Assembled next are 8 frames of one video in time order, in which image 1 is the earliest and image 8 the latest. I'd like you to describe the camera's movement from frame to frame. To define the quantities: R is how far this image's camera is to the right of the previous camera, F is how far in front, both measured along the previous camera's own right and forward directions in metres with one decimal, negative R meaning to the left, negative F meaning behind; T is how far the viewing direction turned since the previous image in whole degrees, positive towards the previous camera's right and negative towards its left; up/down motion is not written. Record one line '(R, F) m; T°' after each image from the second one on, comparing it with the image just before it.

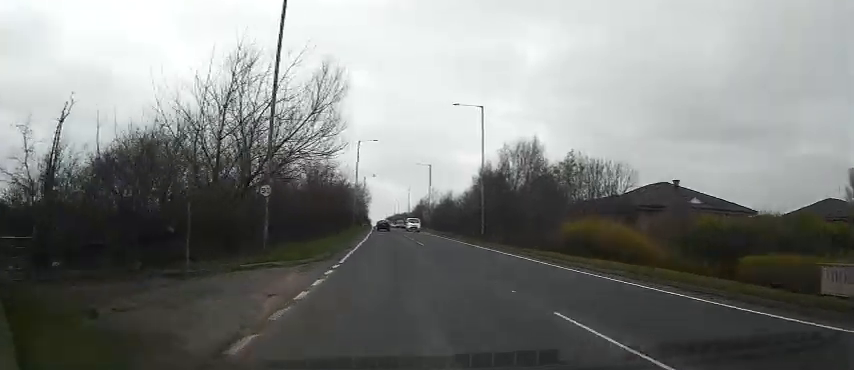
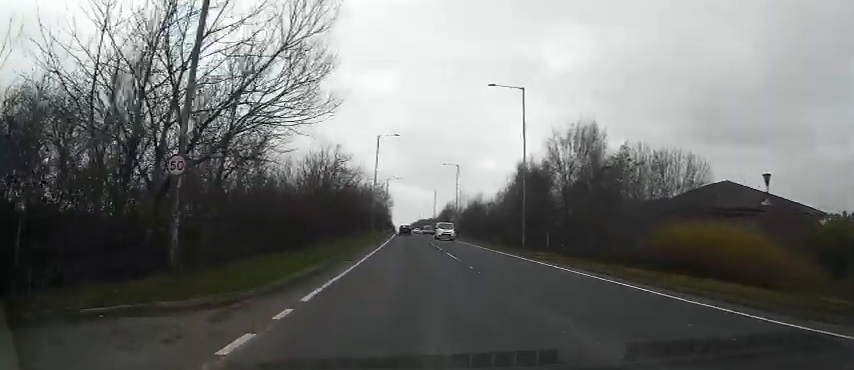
(-0.4, +8.0) m; -5°
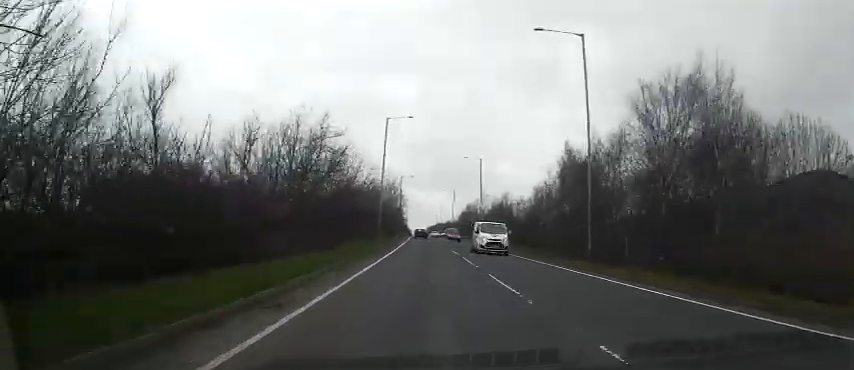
(-0.4, +11.6) m; -3°
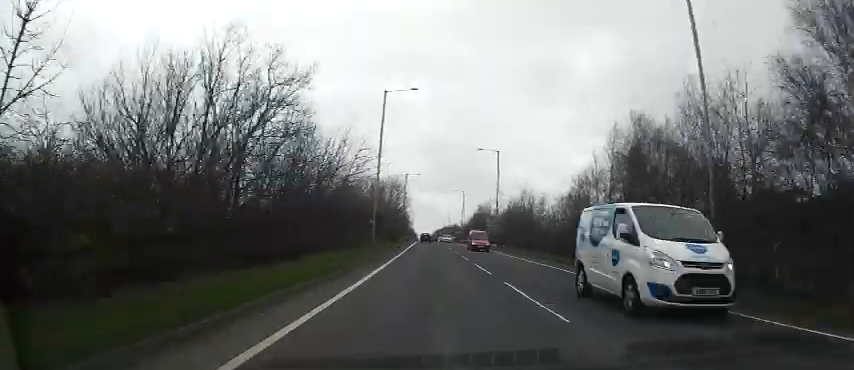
(-0.2, +11.2) m; -1°
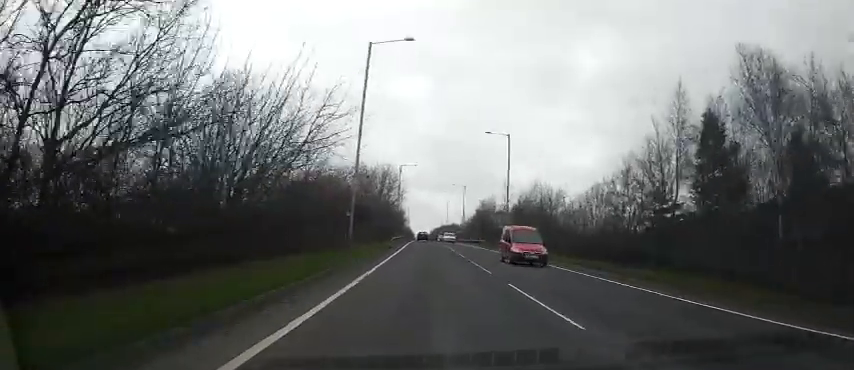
(-0.1, +10.6) m; 0°
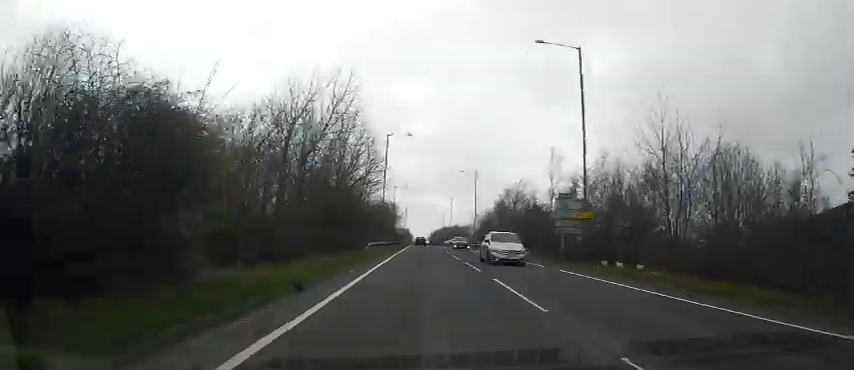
(+0.1, +27.0) m; 0°
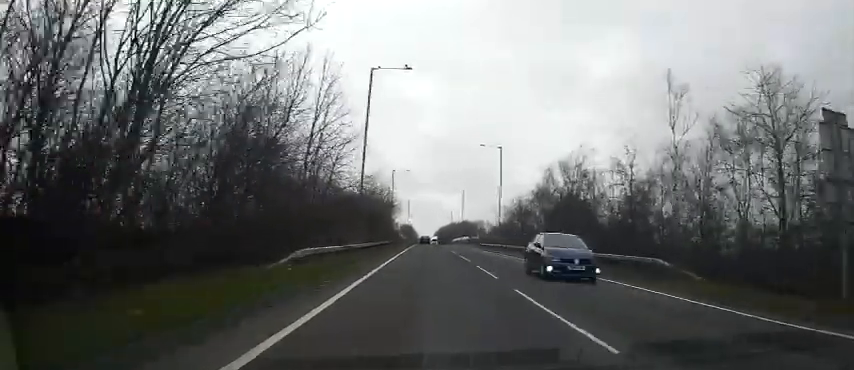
(0.0, +22.7) m; 0°
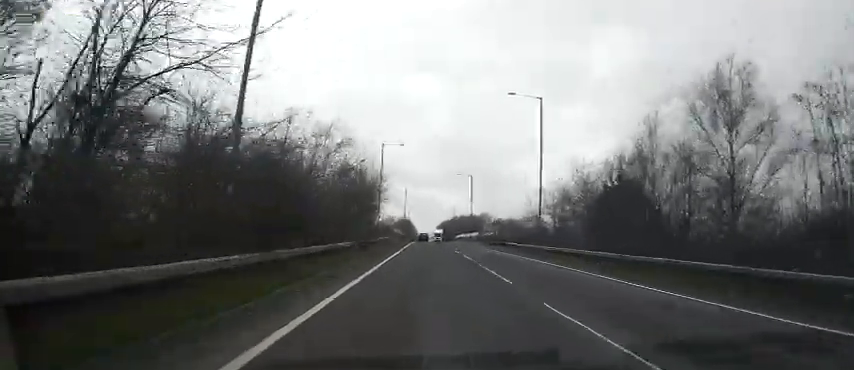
(-0.1, +22.4) m; -1°
